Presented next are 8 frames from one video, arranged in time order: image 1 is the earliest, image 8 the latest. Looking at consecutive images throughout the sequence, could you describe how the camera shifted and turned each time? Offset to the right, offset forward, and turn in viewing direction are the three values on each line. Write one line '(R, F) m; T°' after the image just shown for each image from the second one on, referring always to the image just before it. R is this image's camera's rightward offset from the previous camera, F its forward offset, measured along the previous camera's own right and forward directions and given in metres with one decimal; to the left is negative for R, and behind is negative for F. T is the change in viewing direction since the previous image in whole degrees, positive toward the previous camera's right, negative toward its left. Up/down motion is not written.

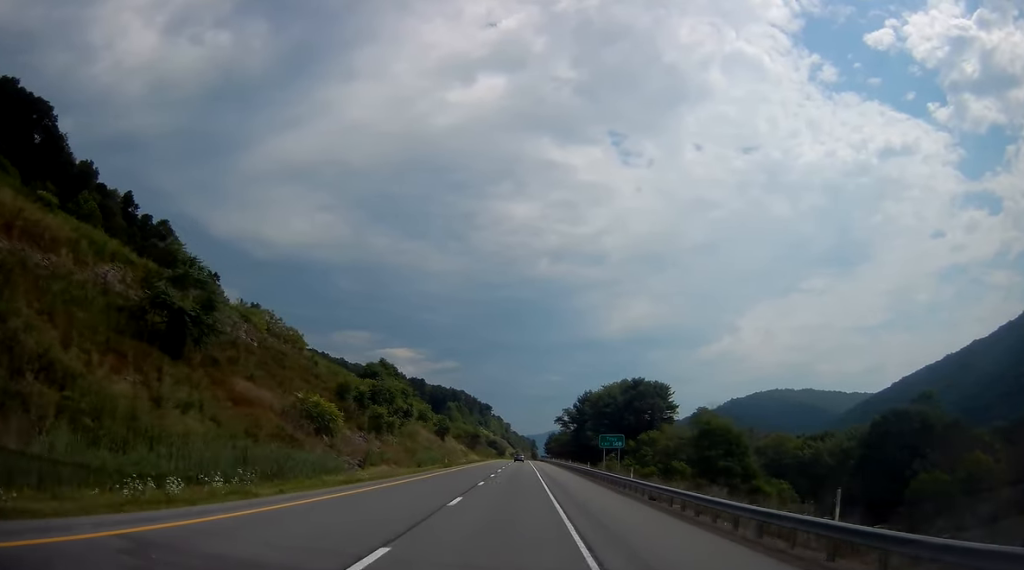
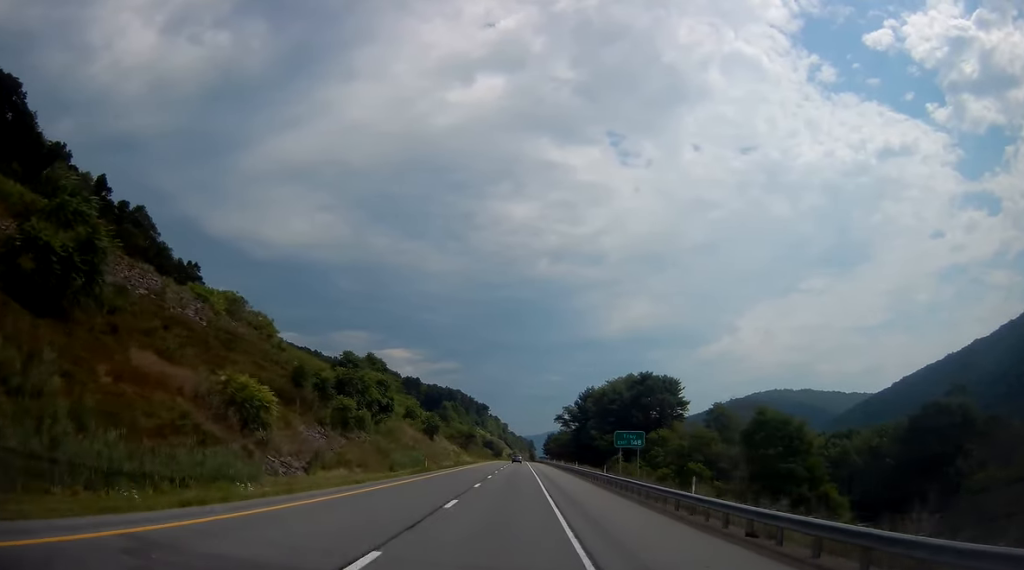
(0.0, +13.2) m; 0°
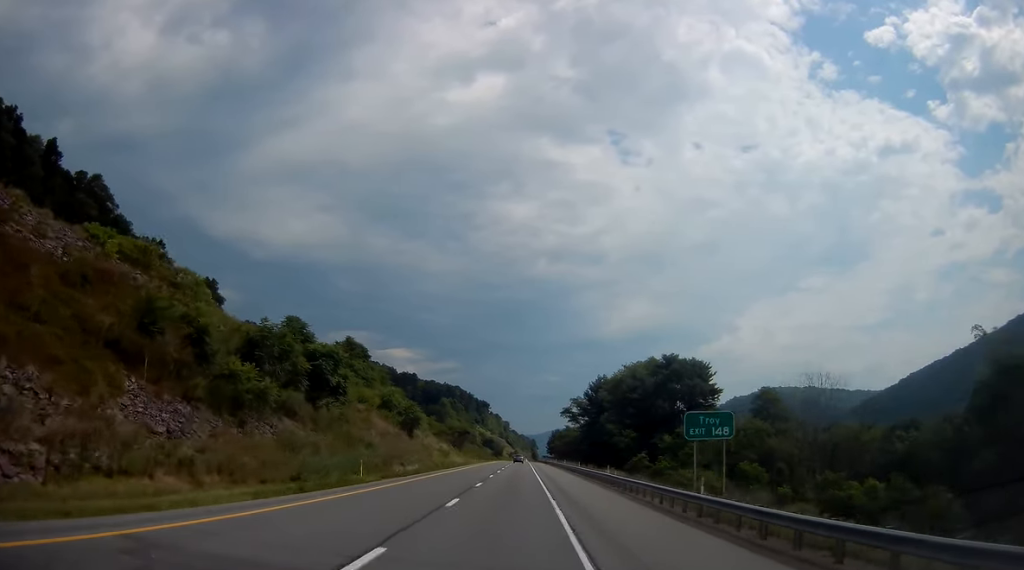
(0.0, +24.6) m; 0°
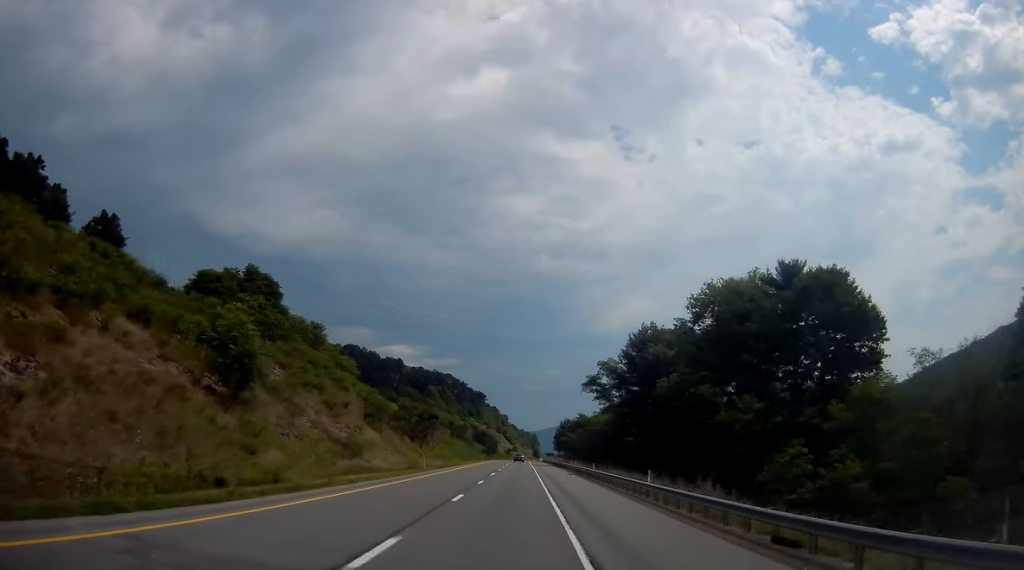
(-0.3, +63.6) m; 0°
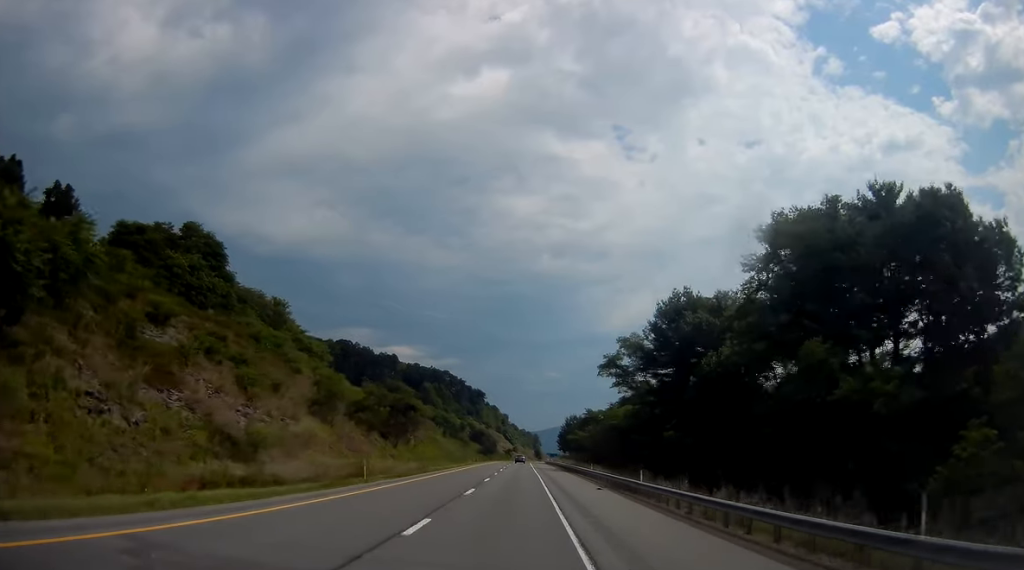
(+0.1, +22.2) m; 0°
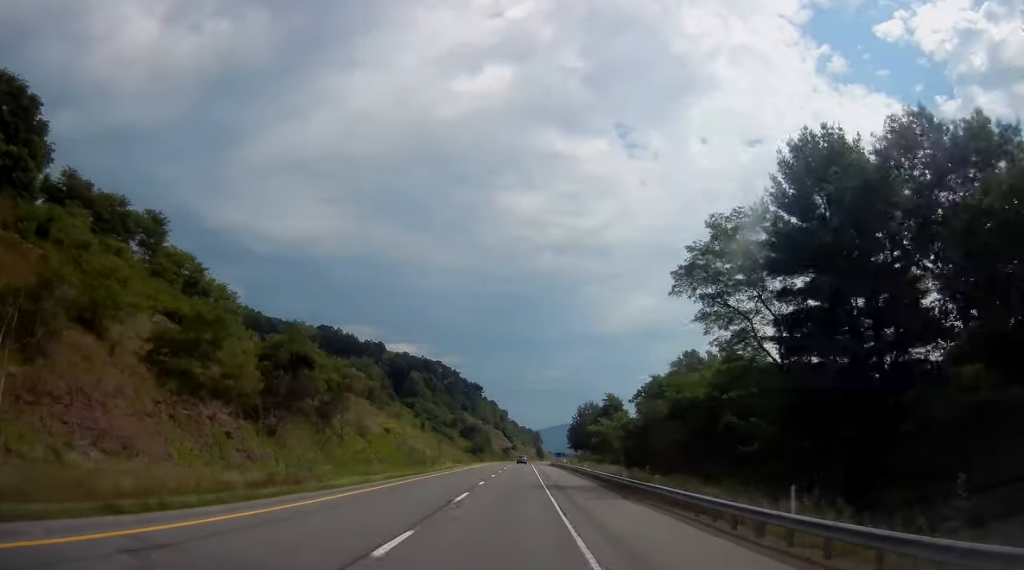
(0.0, +37.8) m; 0°
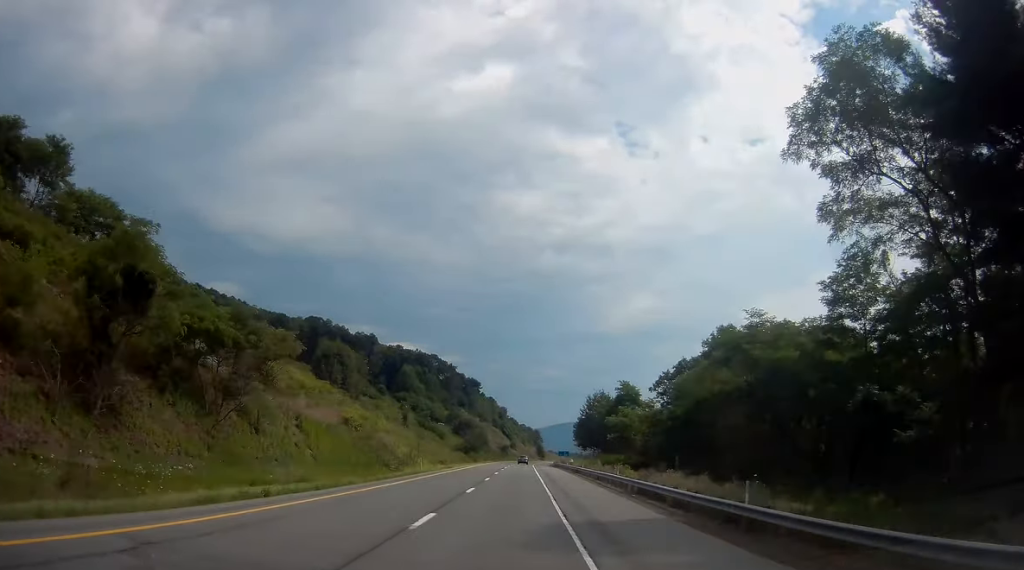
(0.0, +18.6) m; 0°
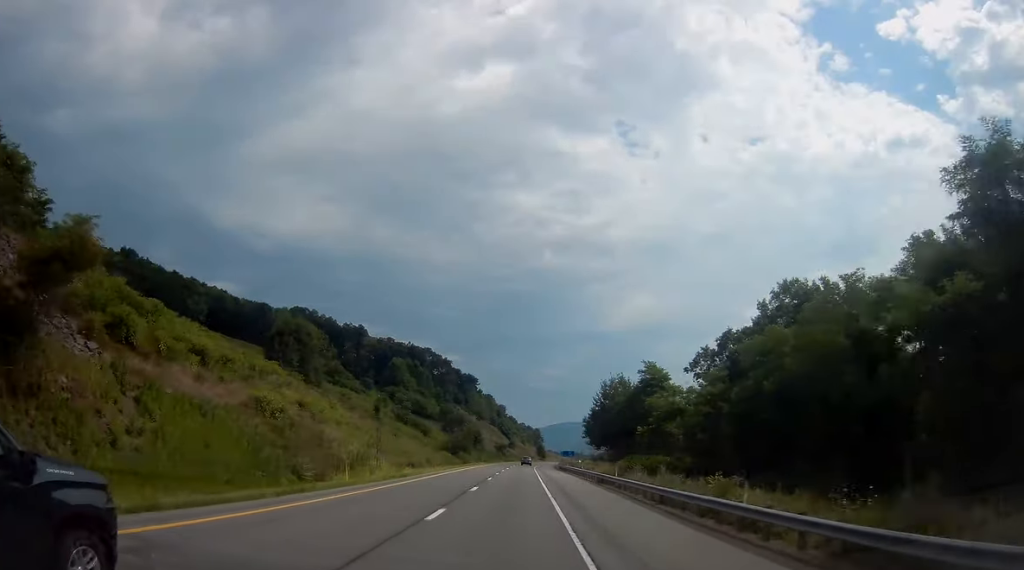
(-0.2, +21.8) m; +1°
